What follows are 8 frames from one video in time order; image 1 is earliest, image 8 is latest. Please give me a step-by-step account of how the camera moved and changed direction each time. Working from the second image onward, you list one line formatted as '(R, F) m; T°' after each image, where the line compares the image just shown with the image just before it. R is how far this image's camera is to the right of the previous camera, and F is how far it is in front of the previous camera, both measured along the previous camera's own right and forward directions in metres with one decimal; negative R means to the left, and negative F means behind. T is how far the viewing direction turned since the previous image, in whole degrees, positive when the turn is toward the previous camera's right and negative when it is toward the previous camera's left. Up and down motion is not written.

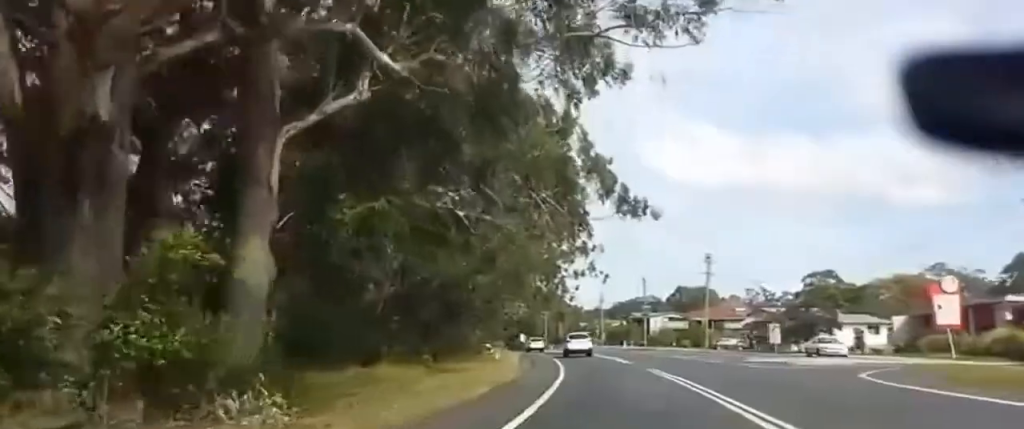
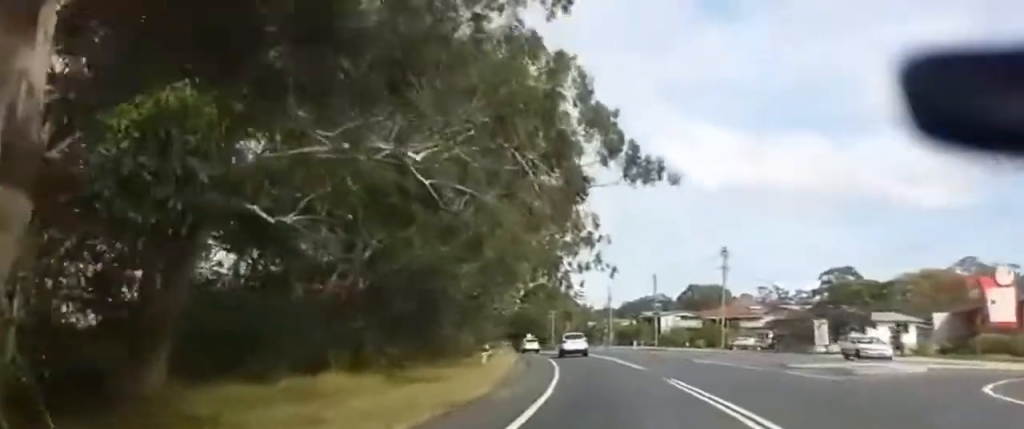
(-0.1, +8.4) m; 0°
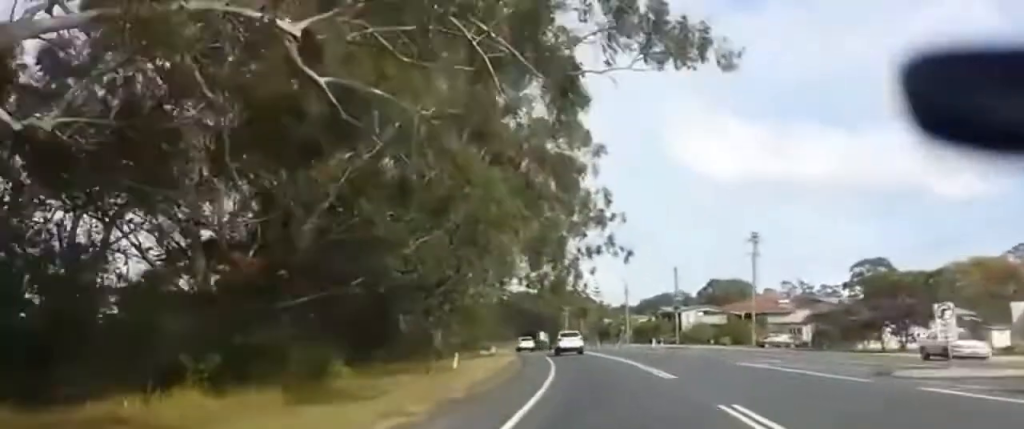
(-0.1, +11.9) m; 0°
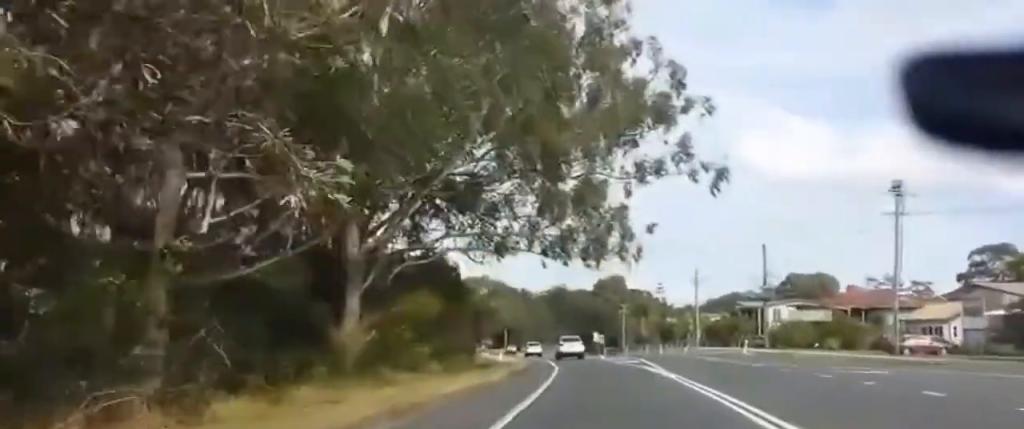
(-2.4, +31.2) m; -8°
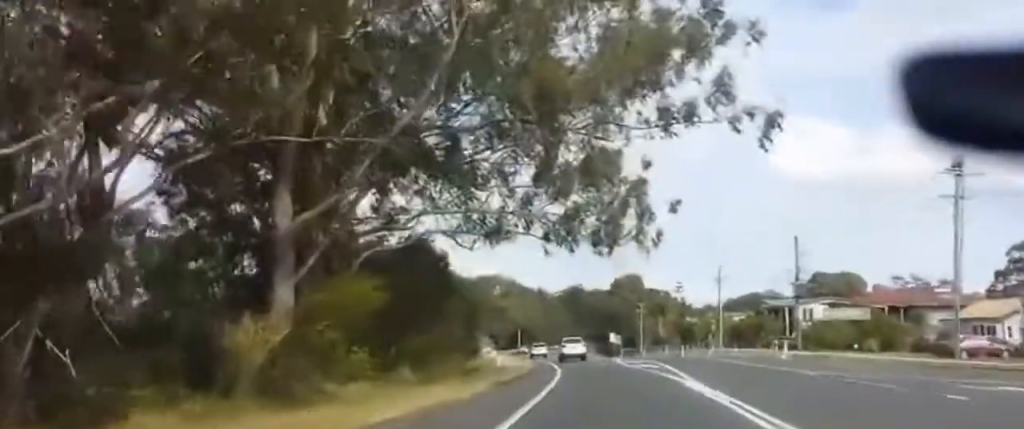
(-0.2, +8.3) m; -1°
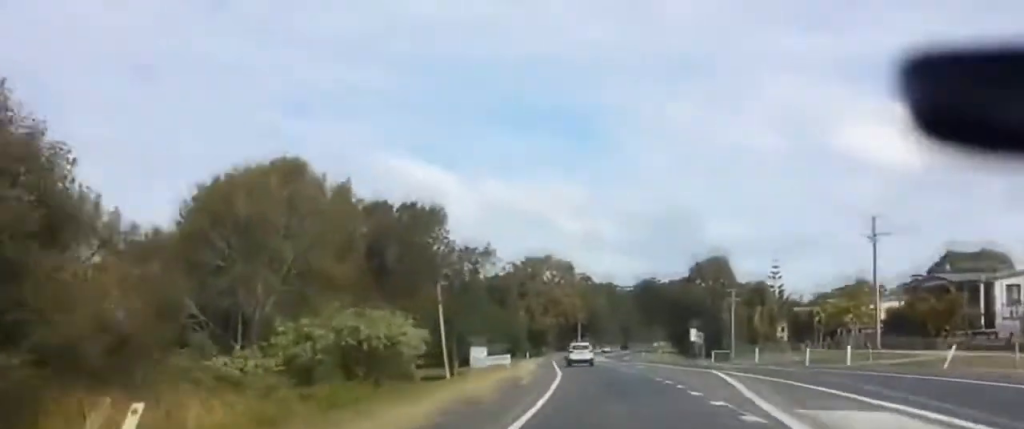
(+0.5, +44.0) m; +1°
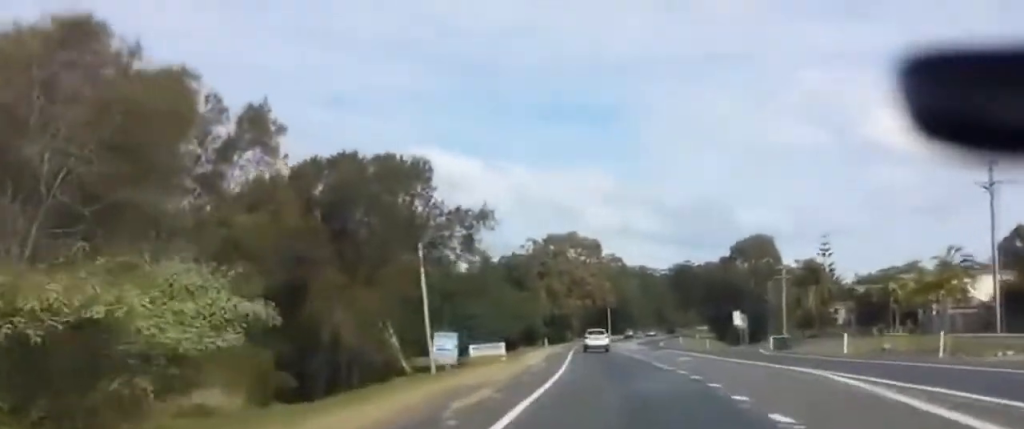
(0.0, +17.9) m; -1°
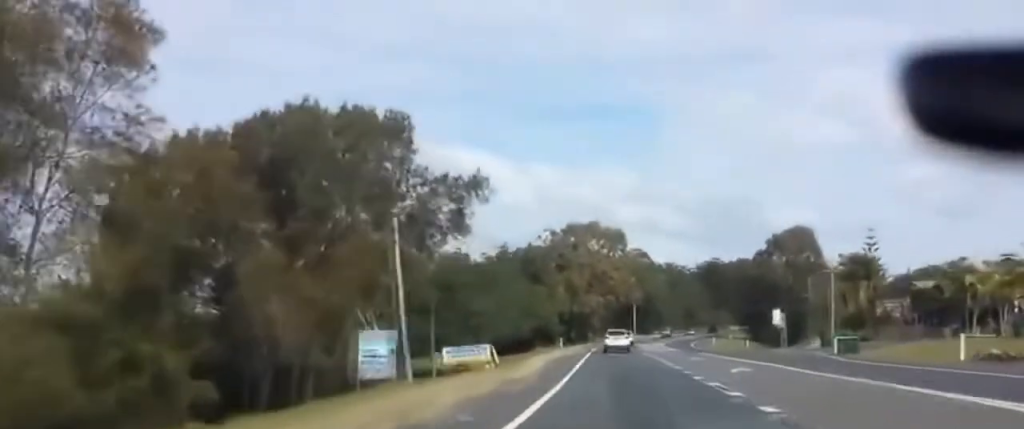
(-0.2, +13.1) m; -1°
